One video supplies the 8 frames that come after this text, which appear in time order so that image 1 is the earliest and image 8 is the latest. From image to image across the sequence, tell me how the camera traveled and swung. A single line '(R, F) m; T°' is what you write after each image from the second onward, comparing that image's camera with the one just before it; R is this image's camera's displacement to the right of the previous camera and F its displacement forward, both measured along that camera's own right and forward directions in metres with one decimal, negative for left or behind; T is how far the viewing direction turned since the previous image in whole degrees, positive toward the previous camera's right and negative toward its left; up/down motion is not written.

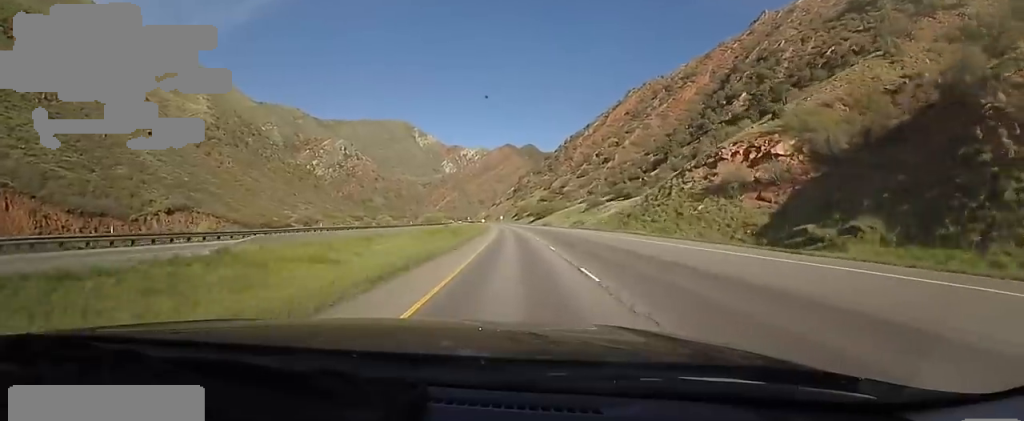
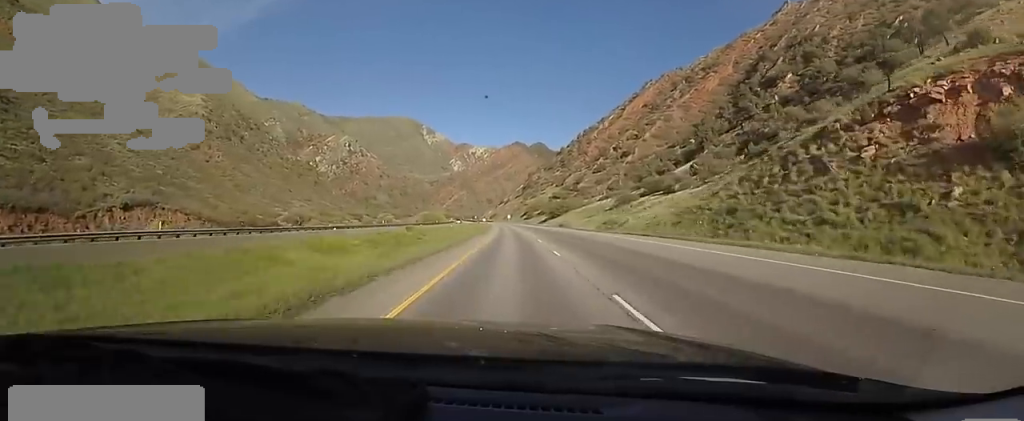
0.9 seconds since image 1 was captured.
(+1.1, +29.7) m; 0°
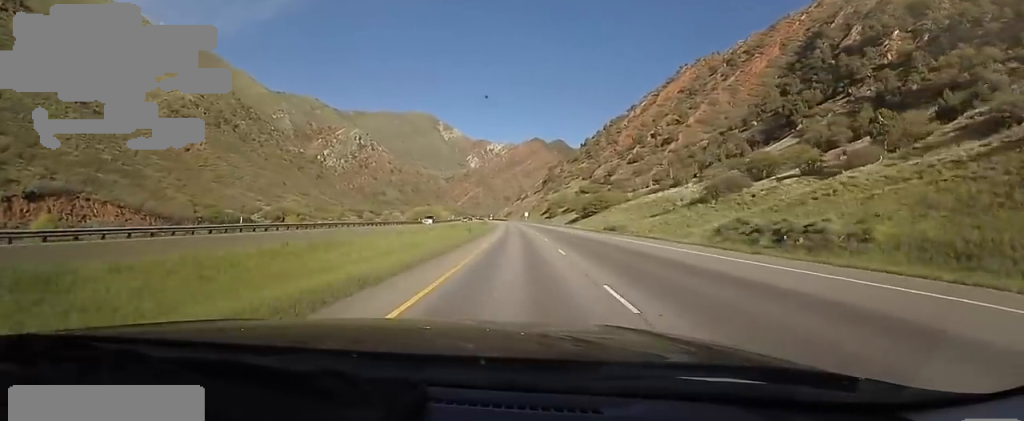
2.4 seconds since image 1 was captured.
(-1.7, +47.3) m; -4°
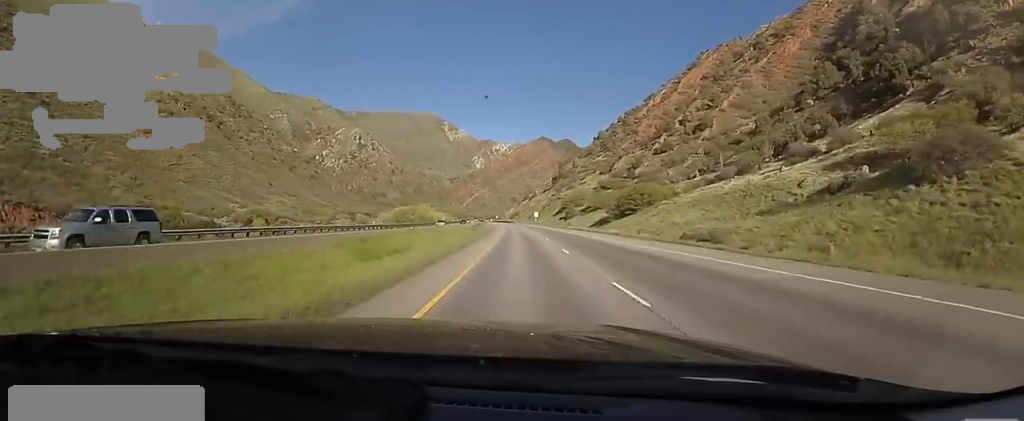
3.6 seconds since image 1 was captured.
(-0.8, +35.2) m; -2°
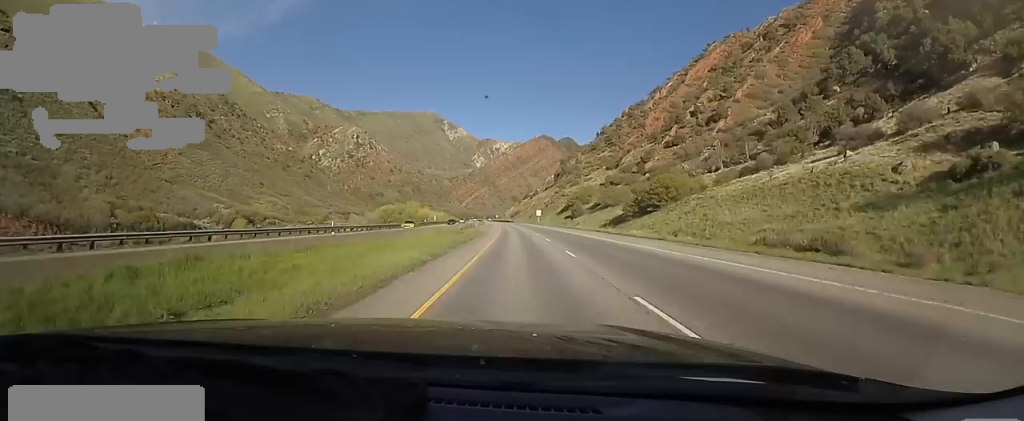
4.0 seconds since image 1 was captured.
(-0.7, +14.4) m; 0°
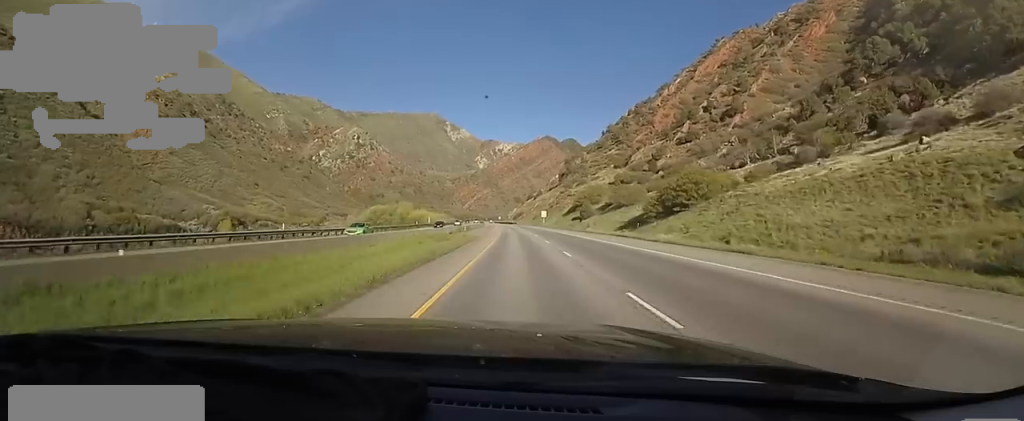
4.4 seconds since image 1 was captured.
(+0.4, +12.2) m; 0°
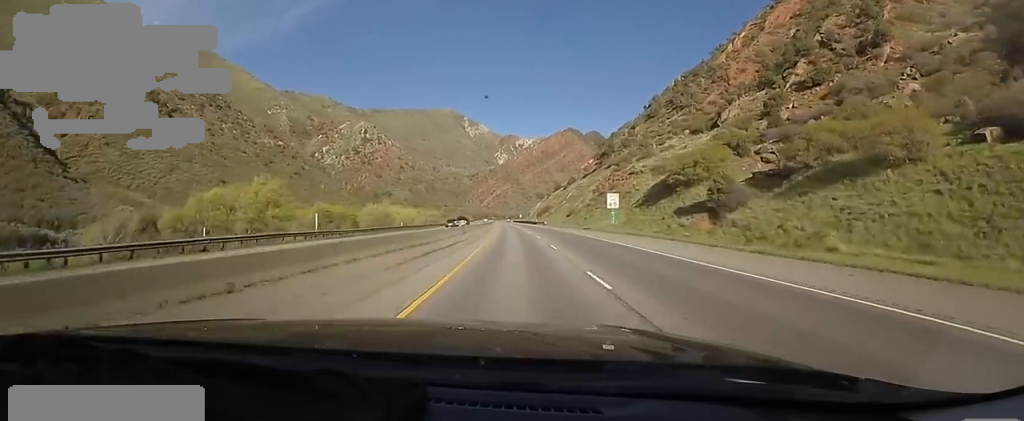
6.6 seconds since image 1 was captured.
(-1.4, +67.3) m; -3°
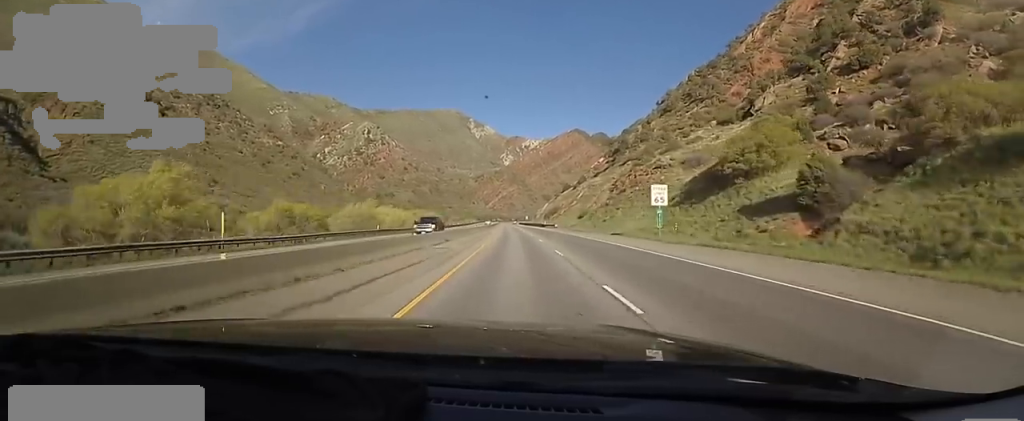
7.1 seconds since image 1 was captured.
(0.0, +14.4) m; 0°
